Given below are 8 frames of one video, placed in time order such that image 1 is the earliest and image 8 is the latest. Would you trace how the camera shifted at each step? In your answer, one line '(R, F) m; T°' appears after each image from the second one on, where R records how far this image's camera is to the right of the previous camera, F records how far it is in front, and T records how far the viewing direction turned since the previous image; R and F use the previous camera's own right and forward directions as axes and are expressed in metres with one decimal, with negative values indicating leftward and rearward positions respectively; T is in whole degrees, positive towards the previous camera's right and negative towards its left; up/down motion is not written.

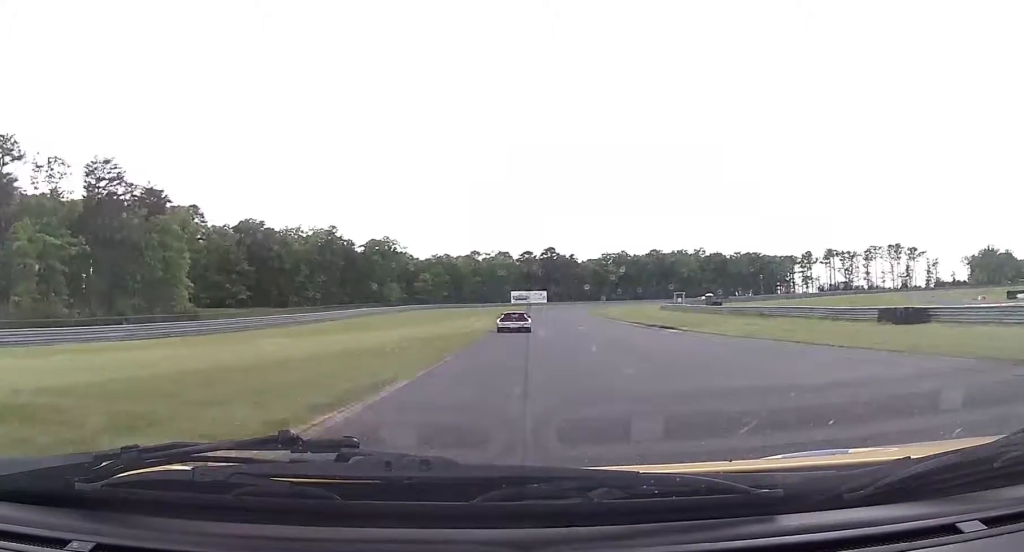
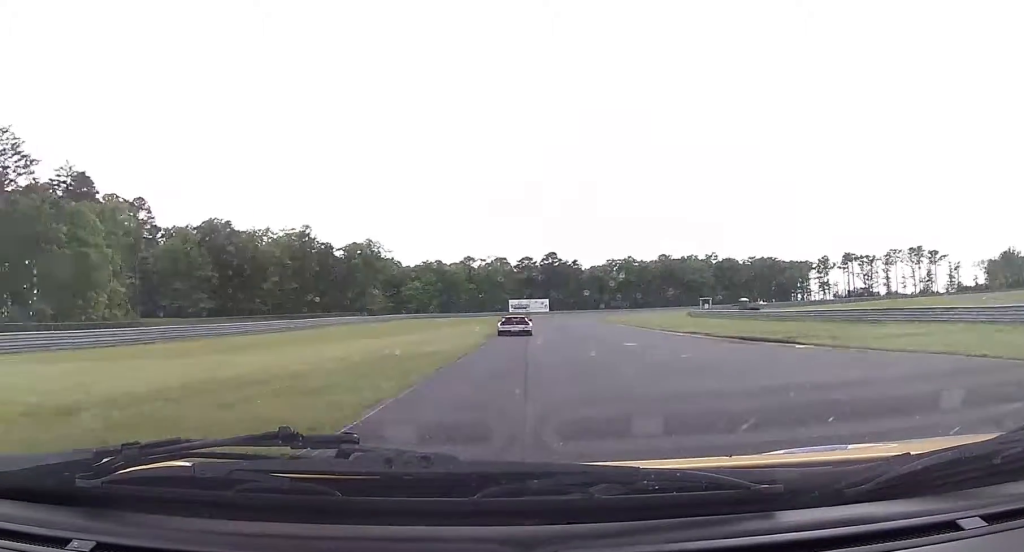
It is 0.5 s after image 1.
(-0.1, +18.6) m; 0°
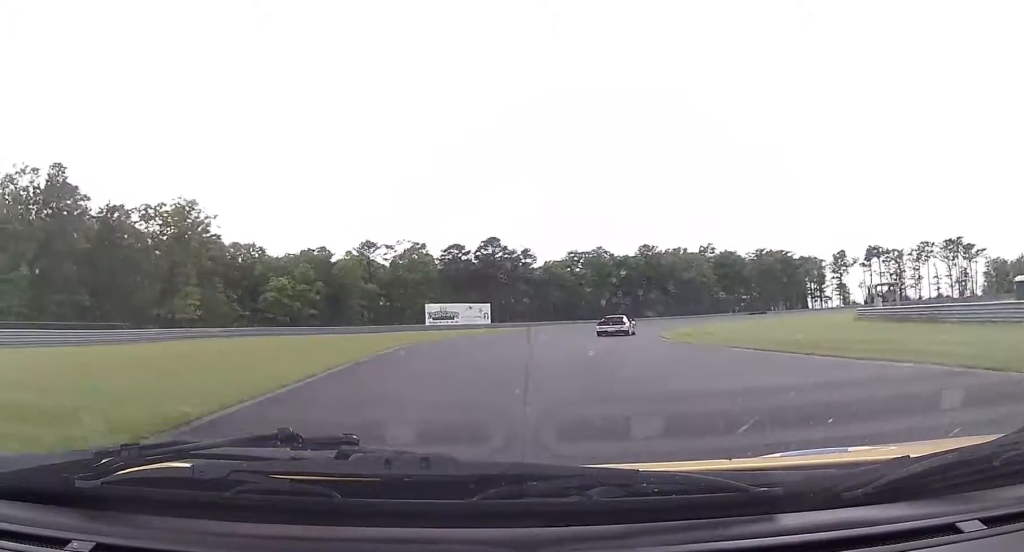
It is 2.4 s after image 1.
(+1.9, +68.4) m; +7°
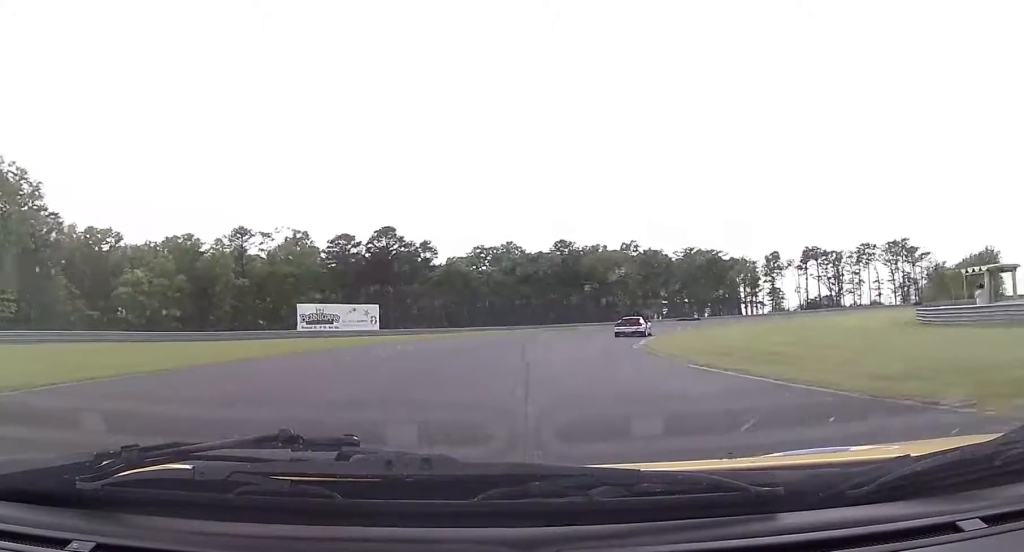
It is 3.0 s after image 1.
(+1.5, +20.5) m; +8°
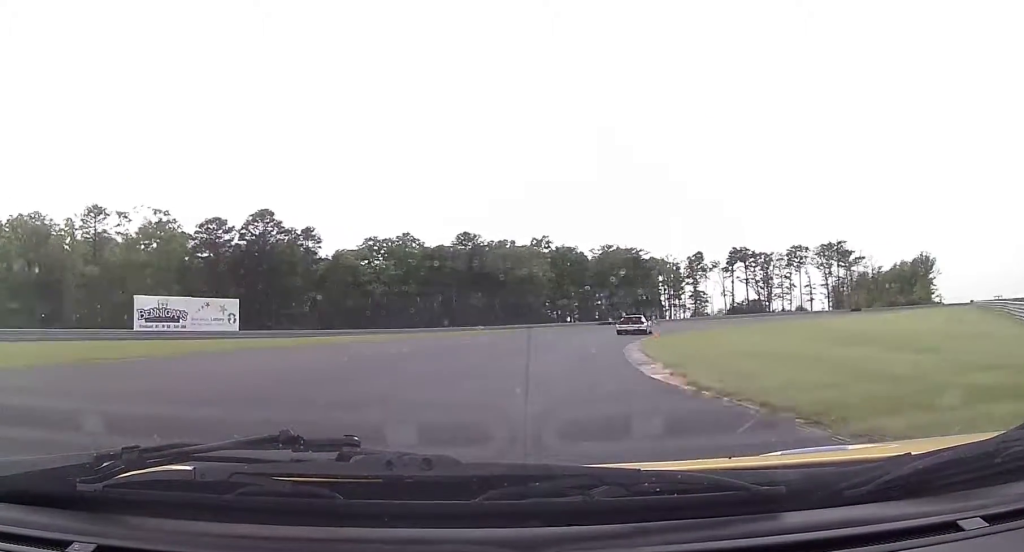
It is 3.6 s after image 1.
(+0.6, +18.0) m; +8°
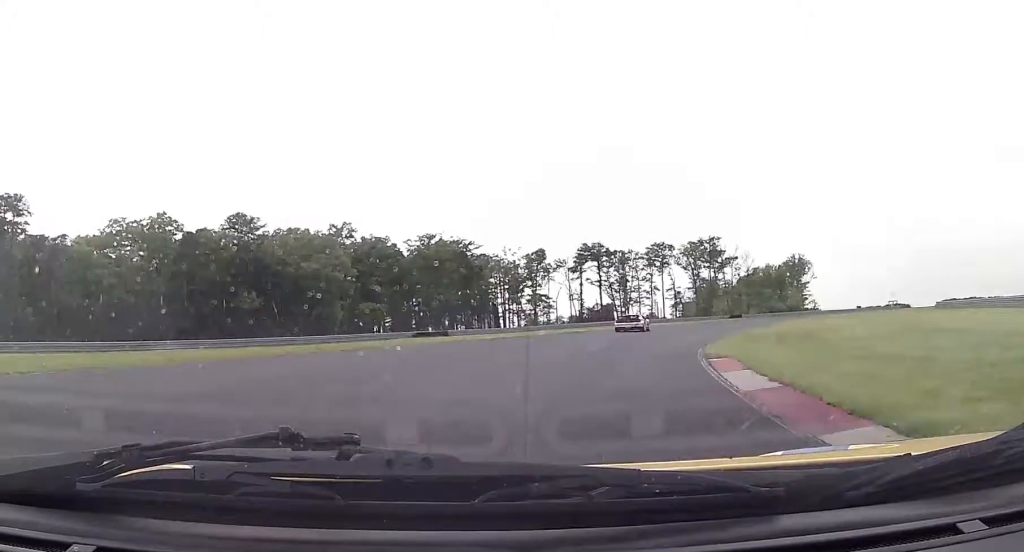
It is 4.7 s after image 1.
(+6.1, +34.9) m; +16°
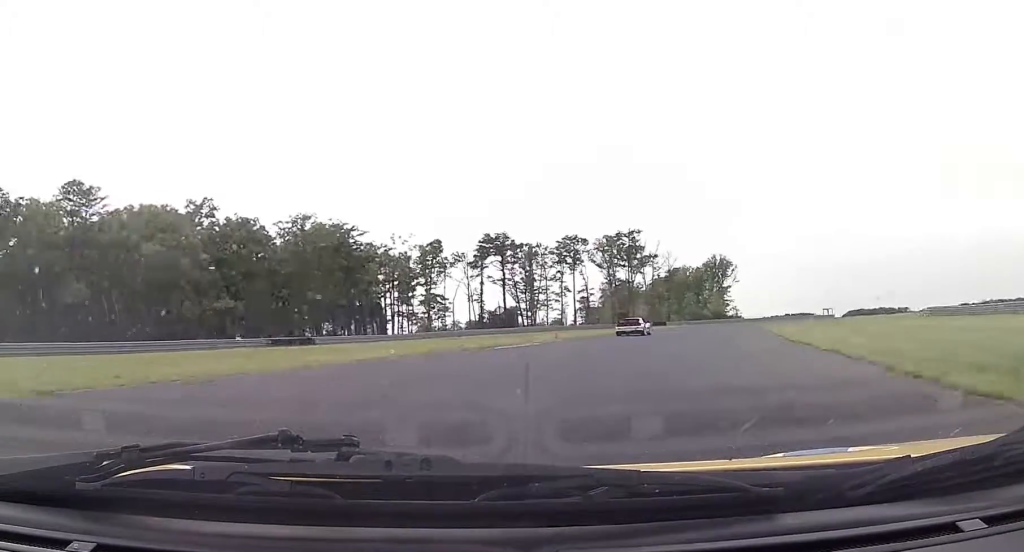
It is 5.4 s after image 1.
(+0.6, +19.7) m; +8°
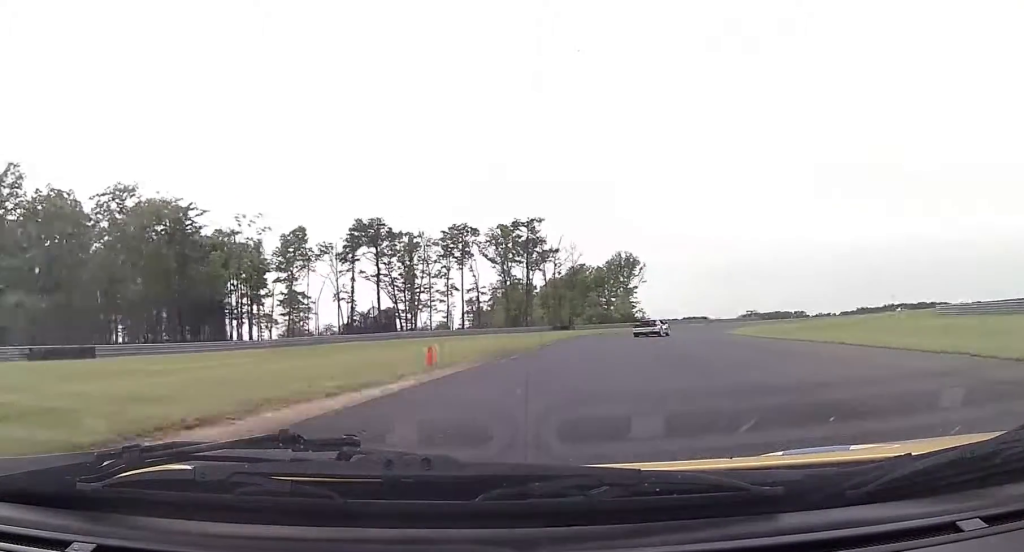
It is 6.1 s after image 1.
(+2.6, +22.0) m; +10°
